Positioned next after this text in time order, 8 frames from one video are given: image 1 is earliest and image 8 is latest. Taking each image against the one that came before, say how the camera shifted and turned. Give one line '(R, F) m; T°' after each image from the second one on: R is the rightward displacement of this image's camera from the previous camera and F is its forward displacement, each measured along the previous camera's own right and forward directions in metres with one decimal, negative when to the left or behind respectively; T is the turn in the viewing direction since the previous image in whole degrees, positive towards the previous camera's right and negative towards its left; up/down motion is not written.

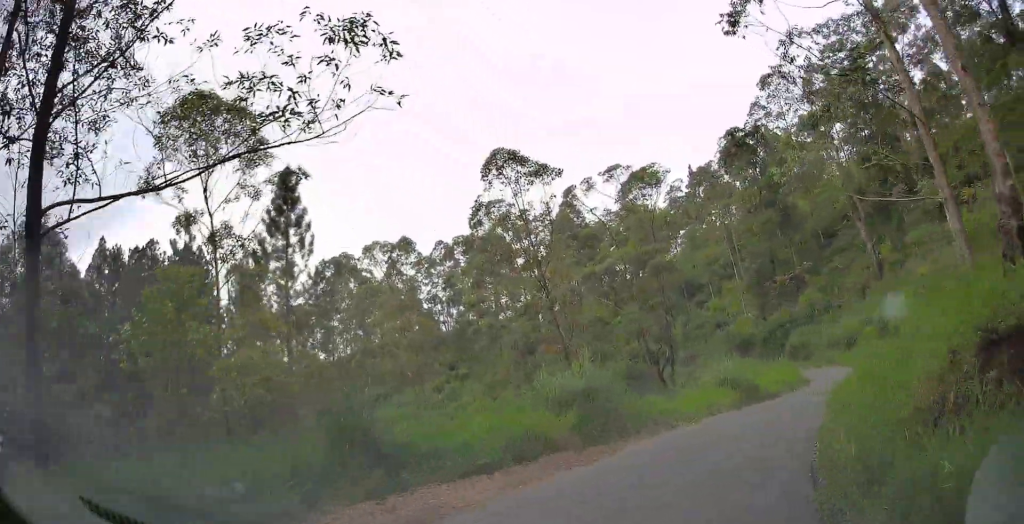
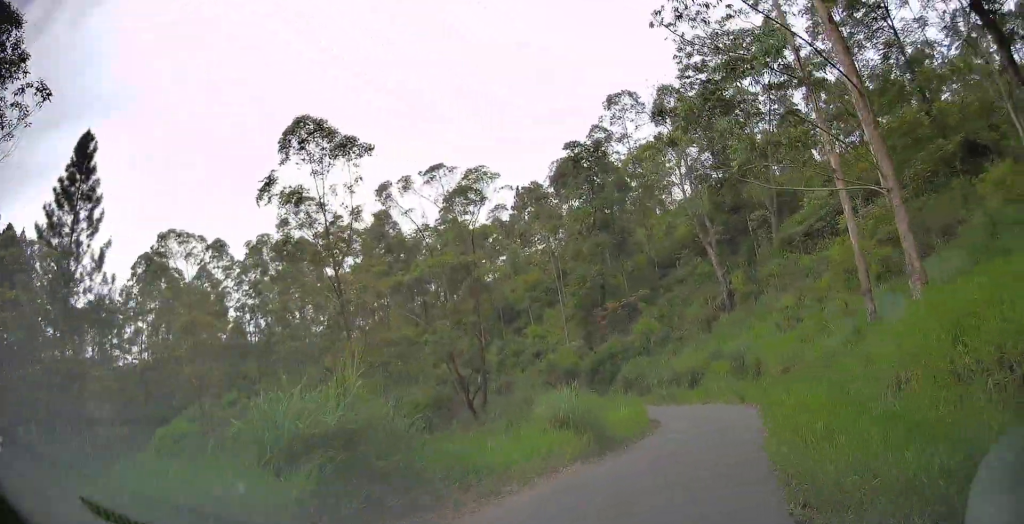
(+0.7, +5.5) m; +14°
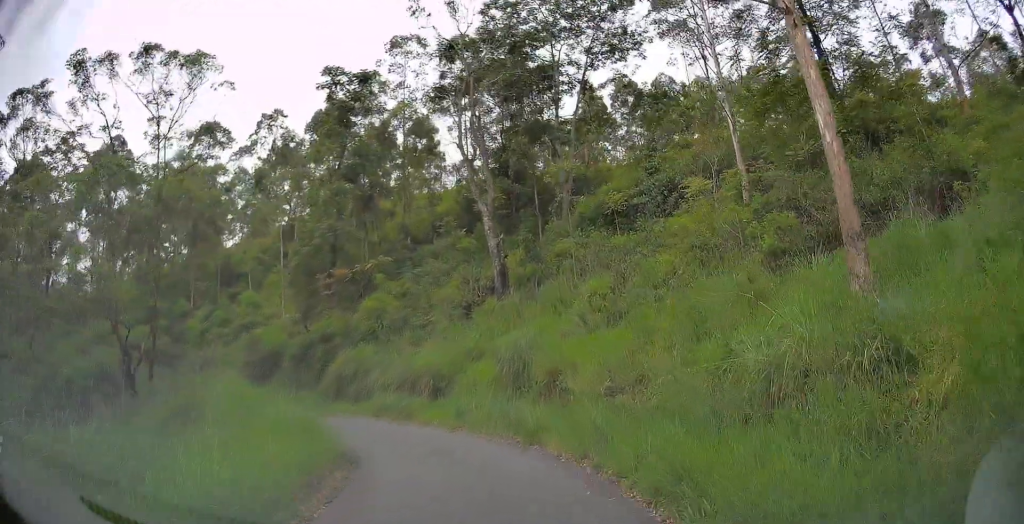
(+2.7, +11.8) m; +18°
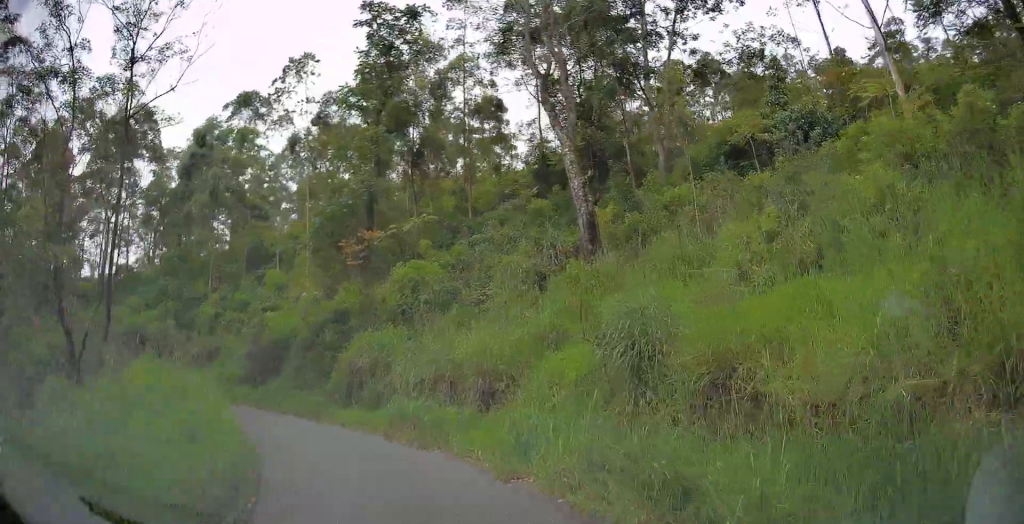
(-0.4, +9.2) m; -7°
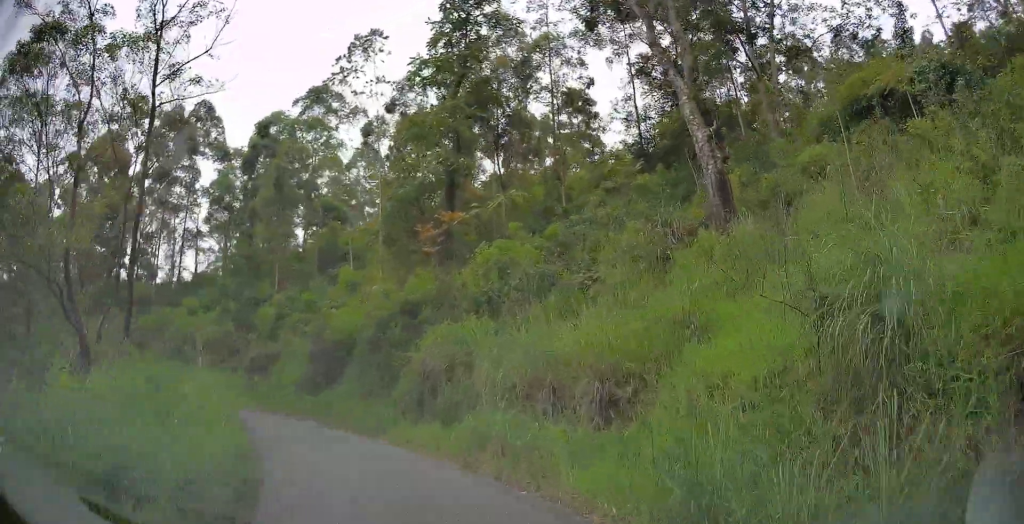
(-0.1, +4.3) m; -4°
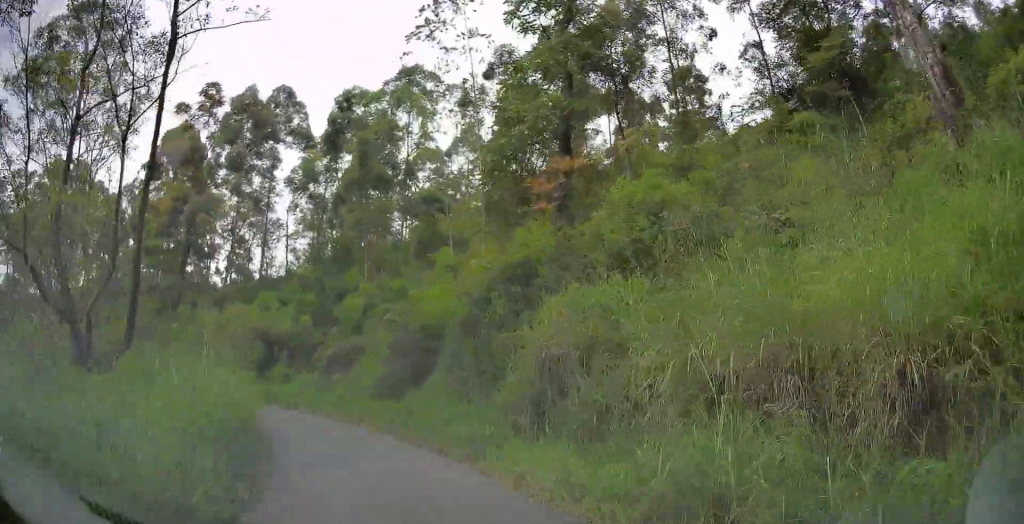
(-0.3, +5.3) m; -10°
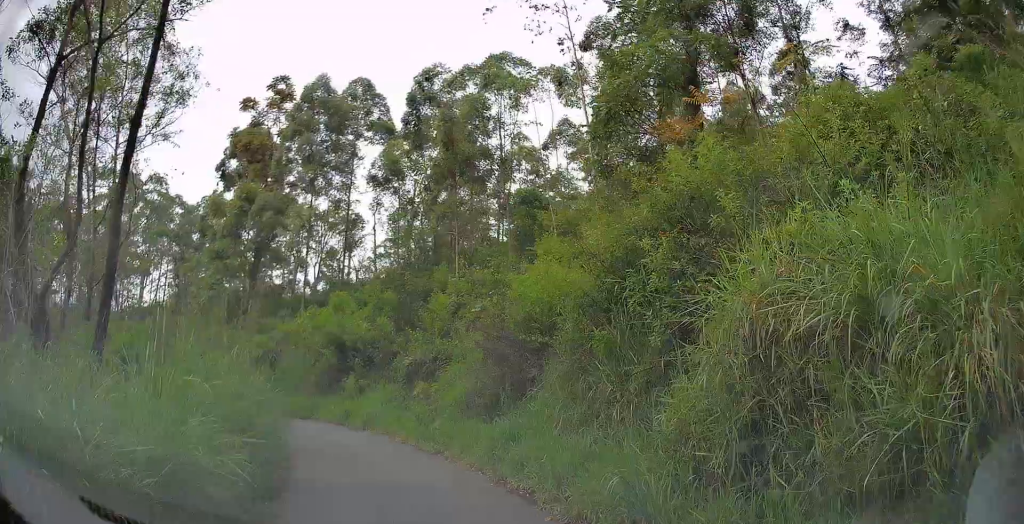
(-0.4, +4.6) m; -9°
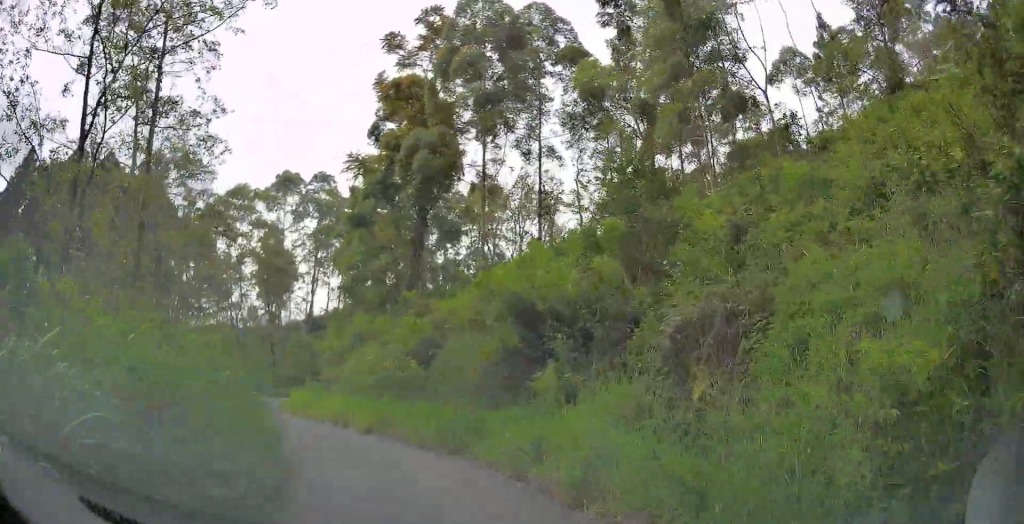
(-2.0, +11.7) m; -21°
